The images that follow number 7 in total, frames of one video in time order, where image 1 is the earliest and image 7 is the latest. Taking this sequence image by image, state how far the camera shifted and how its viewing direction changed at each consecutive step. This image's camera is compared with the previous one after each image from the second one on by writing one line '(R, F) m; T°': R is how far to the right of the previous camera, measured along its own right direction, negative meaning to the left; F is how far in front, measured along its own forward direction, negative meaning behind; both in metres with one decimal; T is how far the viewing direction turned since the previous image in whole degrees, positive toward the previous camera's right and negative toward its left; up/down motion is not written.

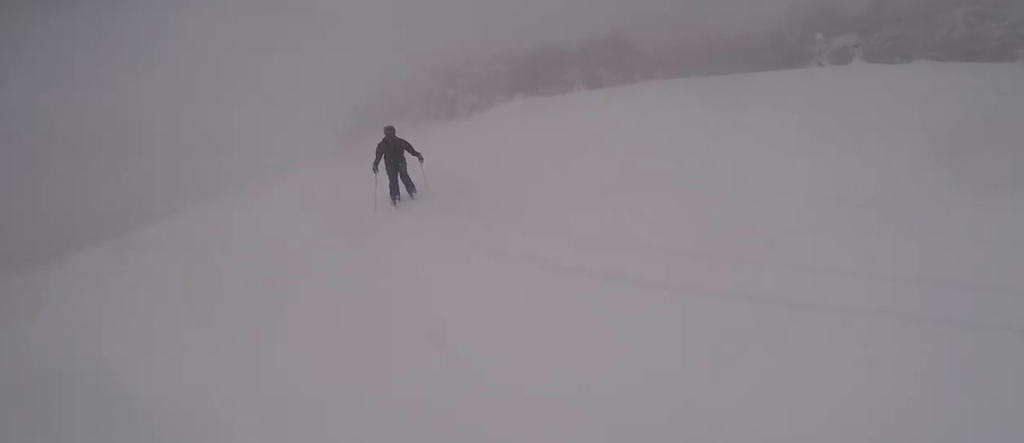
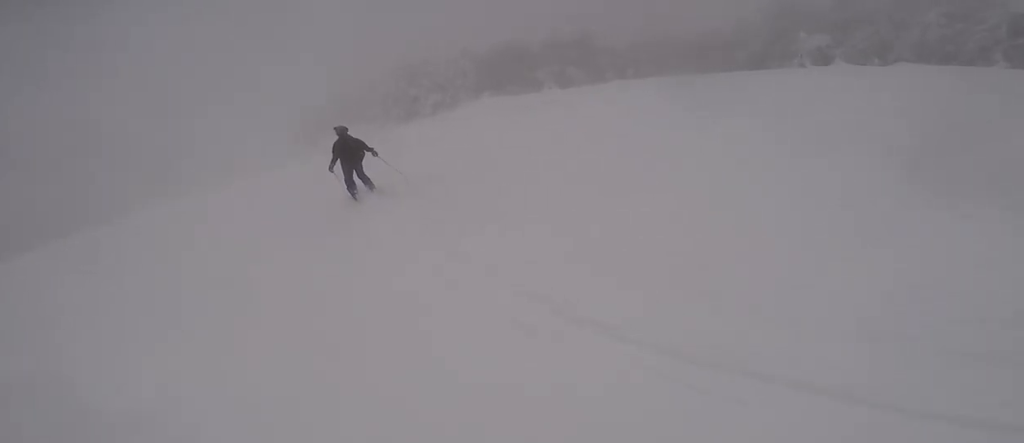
(+0.1, +2.3) m; -1°
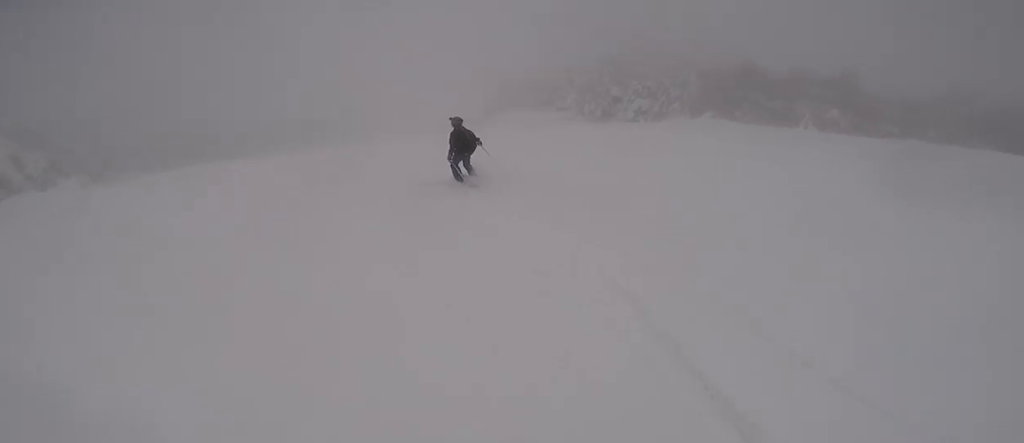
(-0.2, +5.1) m; -11°
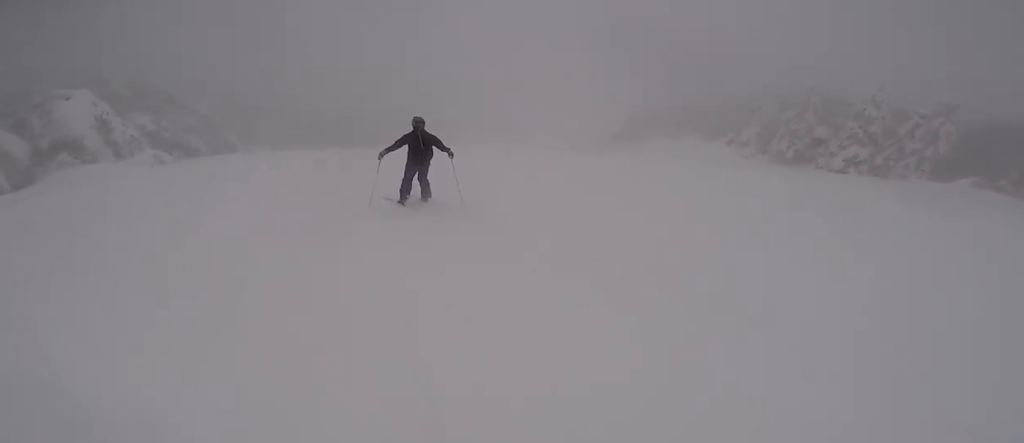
(-1.3, +7.7) m; -12°
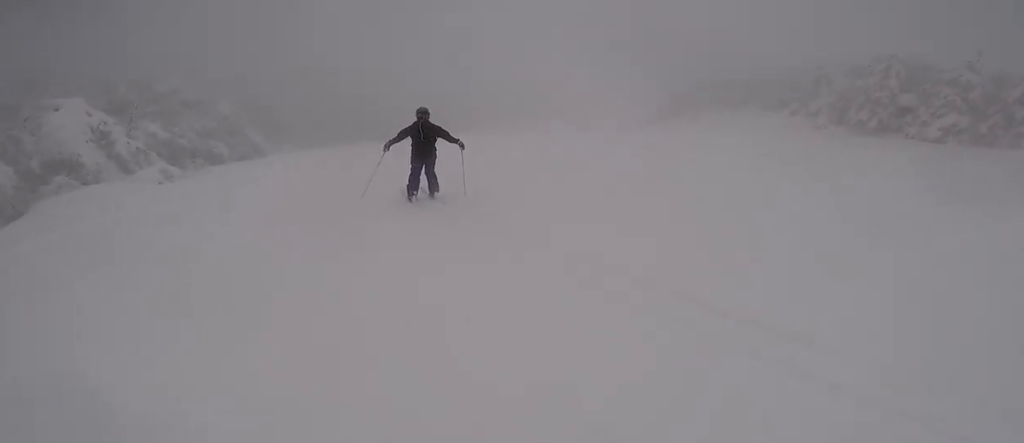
(-0.4, +3.6) m; +7°
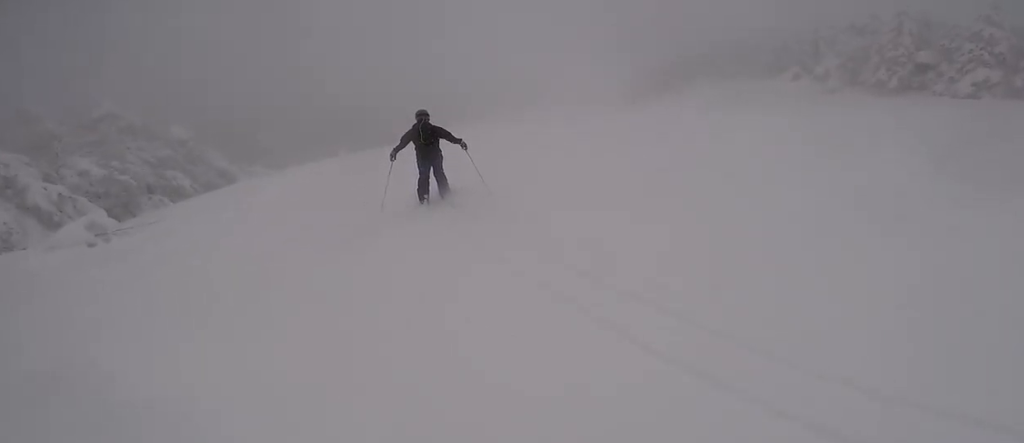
(+0.6, +4.6) m; +4°
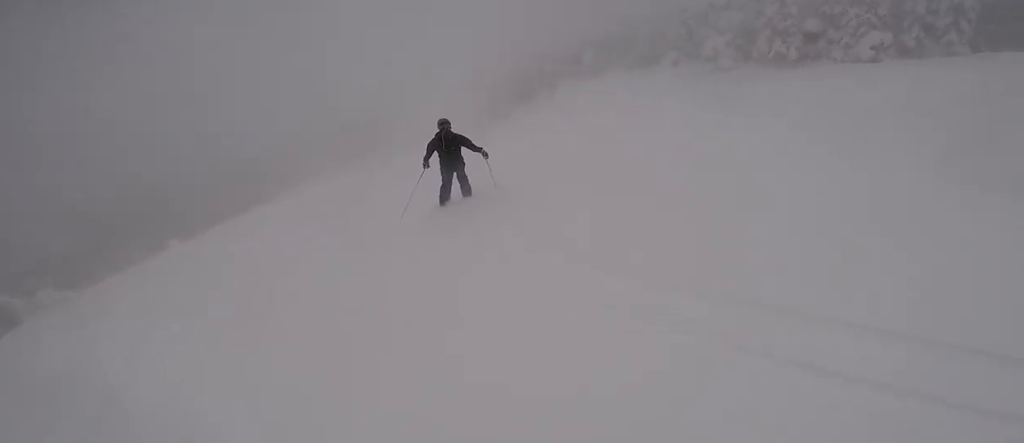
(-0.5, +9.3) m; +12°
